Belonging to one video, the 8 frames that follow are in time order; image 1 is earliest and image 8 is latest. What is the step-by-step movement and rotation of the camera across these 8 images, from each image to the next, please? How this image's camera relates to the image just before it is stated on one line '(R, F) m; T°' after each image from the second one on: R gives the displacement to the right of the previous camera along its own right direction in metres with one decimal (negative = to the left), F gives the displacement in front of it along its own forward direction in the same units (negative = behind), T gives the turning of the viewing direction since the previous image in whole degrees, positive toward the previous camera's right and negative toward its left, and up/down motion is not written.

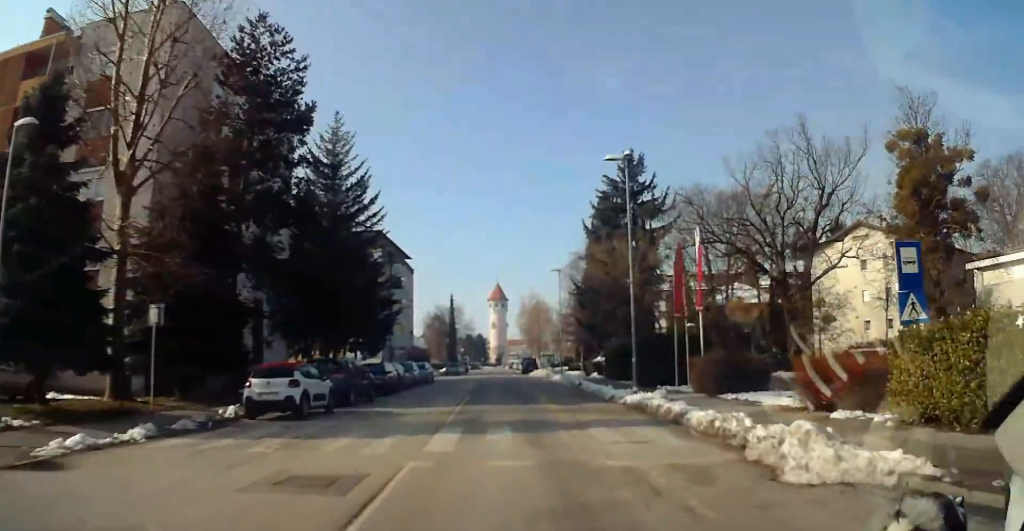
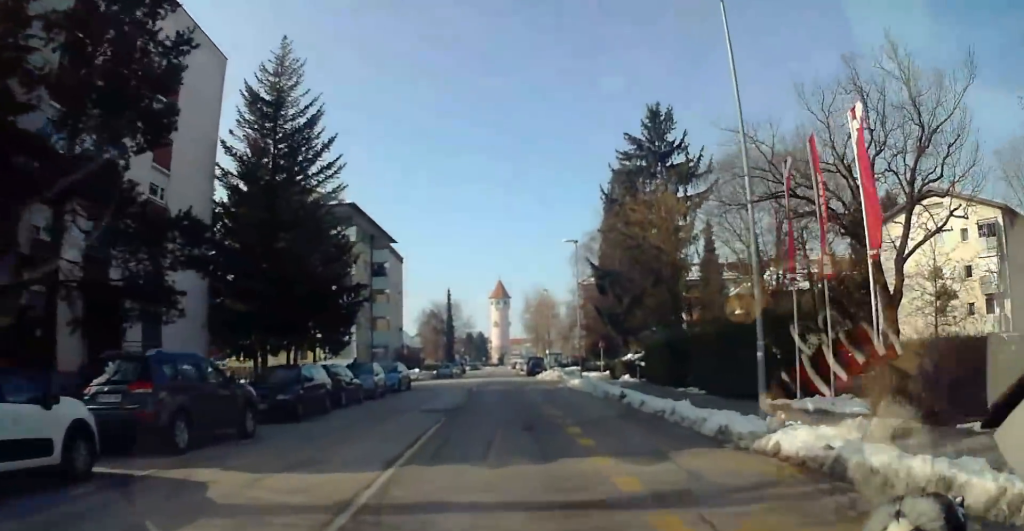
(0.0, +12.8) m; -2°
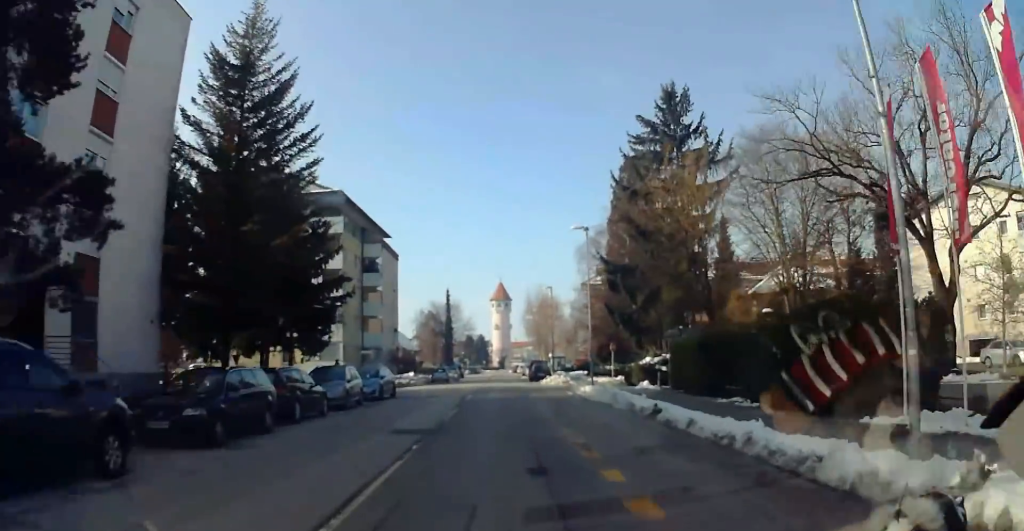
(-0.1, +5.1) m; -1°
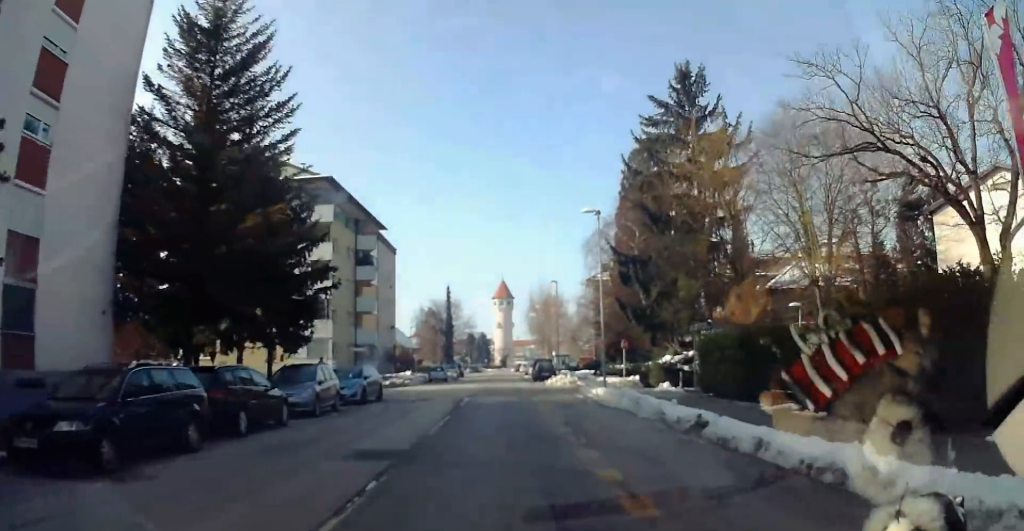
(-0.2, +4.0) m; 0°
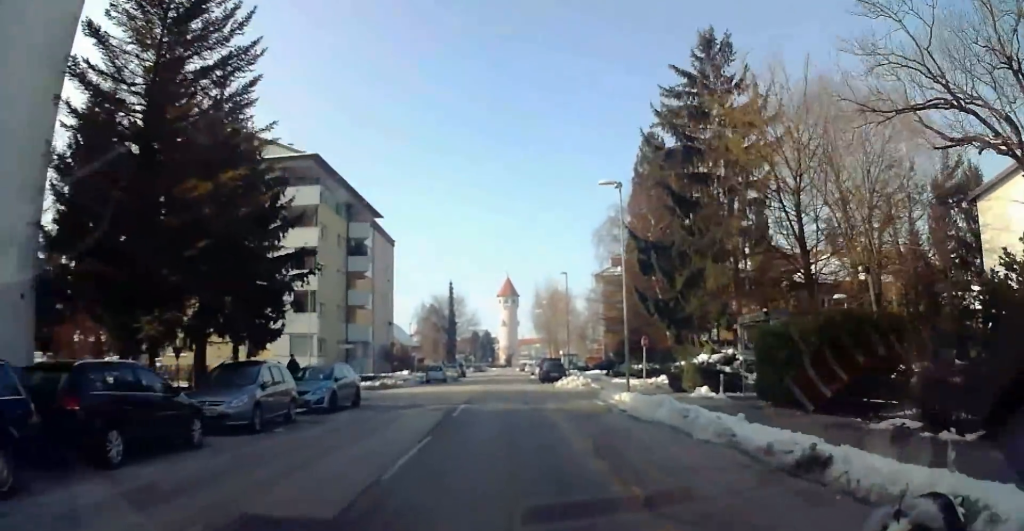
(0.0, +5.2) m; +1°
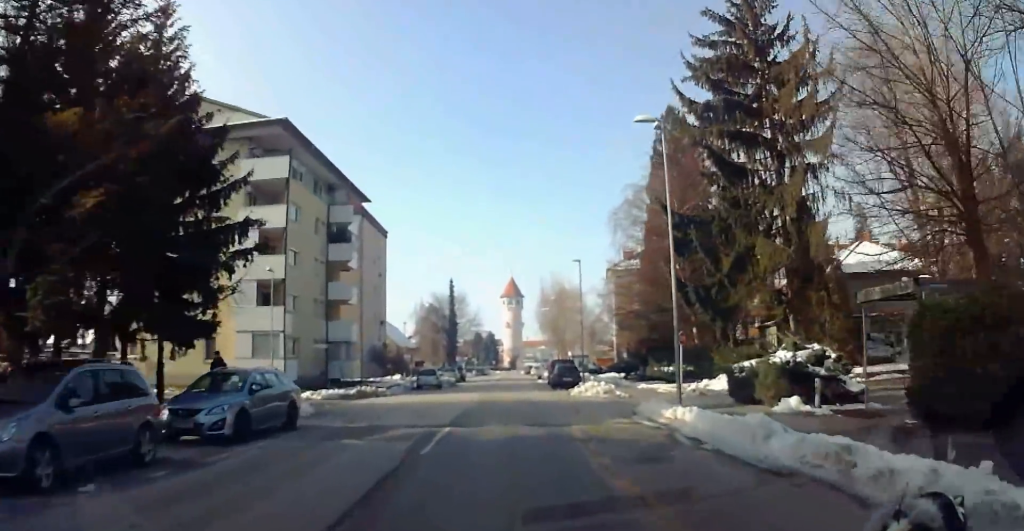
(+0.4, +7.6) m; +2°
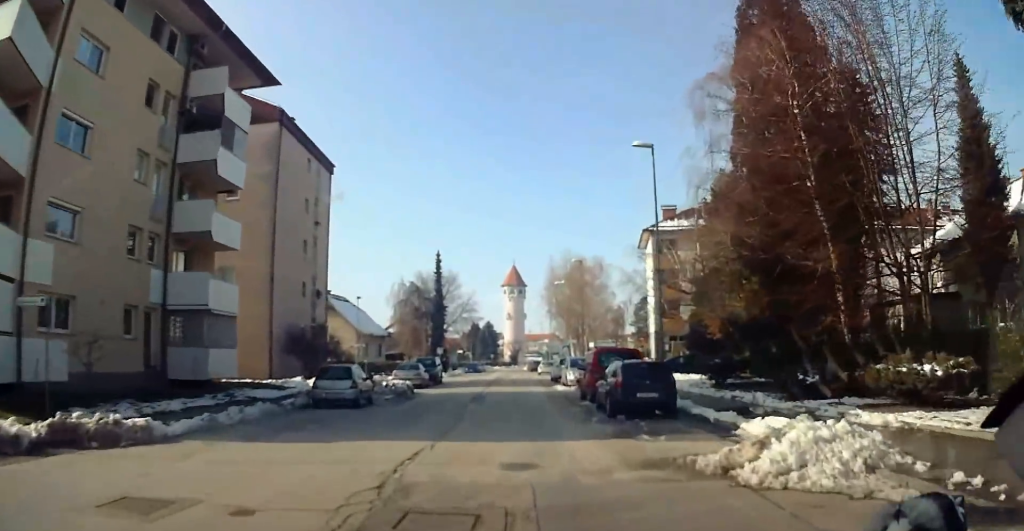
(-1.1, +24.9) m; -1°
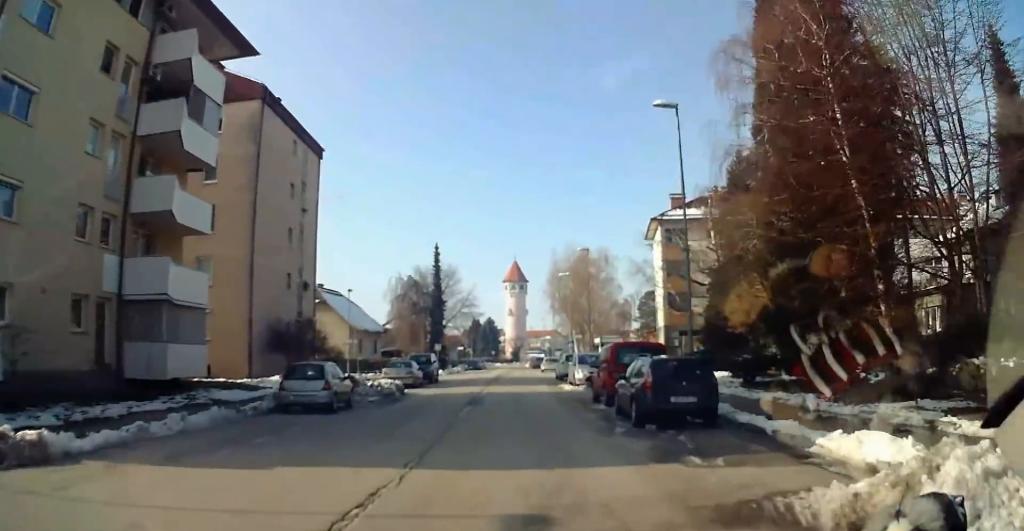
(0.0, +3.5) m; 0°
